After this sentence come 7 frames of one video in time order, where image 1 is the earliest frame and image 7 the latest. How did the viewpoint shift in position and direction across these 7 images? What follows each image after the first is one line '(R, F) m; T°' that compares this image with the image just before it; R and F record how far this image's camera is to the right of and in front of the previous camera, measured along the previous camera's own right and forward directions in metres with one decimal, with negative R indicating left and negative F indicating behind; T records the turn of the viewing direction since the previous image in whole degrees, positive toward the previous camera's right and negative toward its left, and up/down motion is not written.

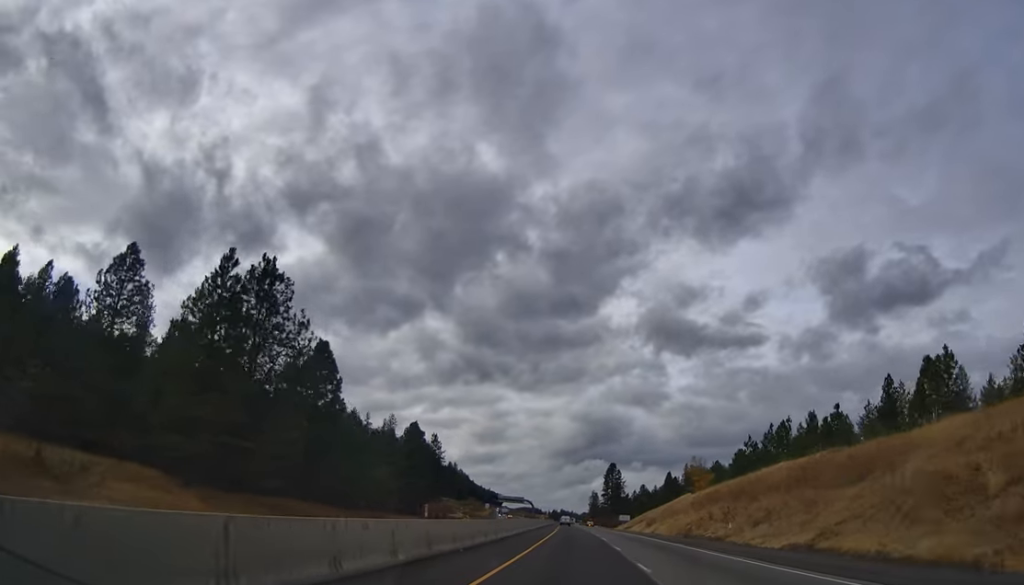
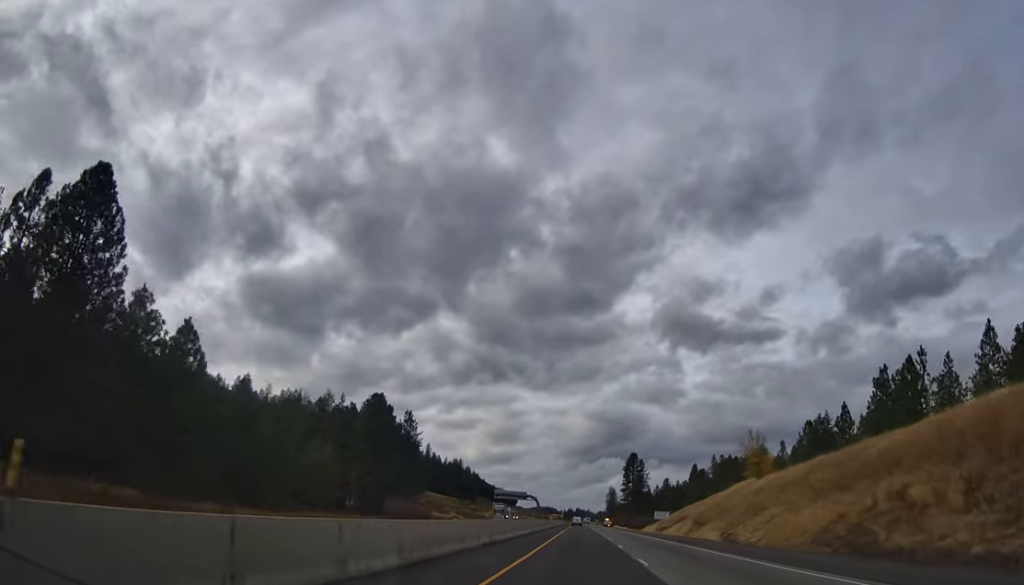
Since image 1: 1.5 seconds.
(-1.4, +46.0) m; -3°
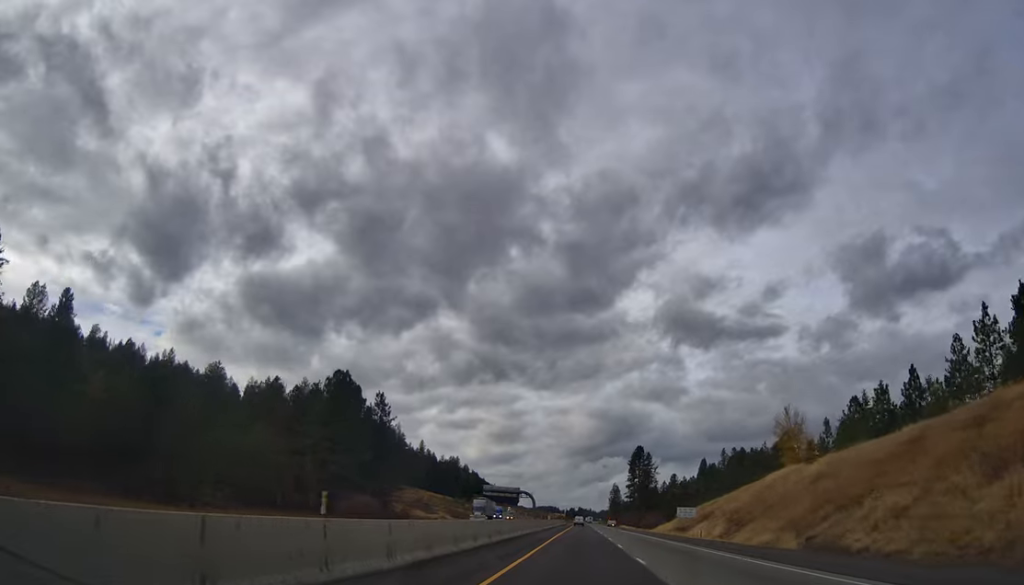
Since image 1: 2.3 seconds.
(+0.1, +23.6) m; +1°
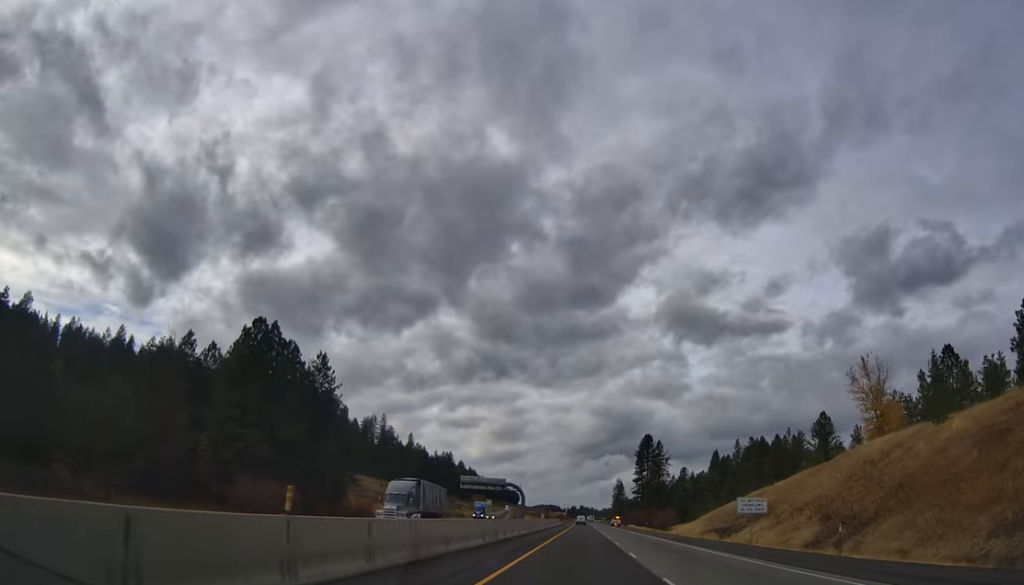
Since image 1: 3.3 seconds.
(+0.5, +31.9) m; -1°
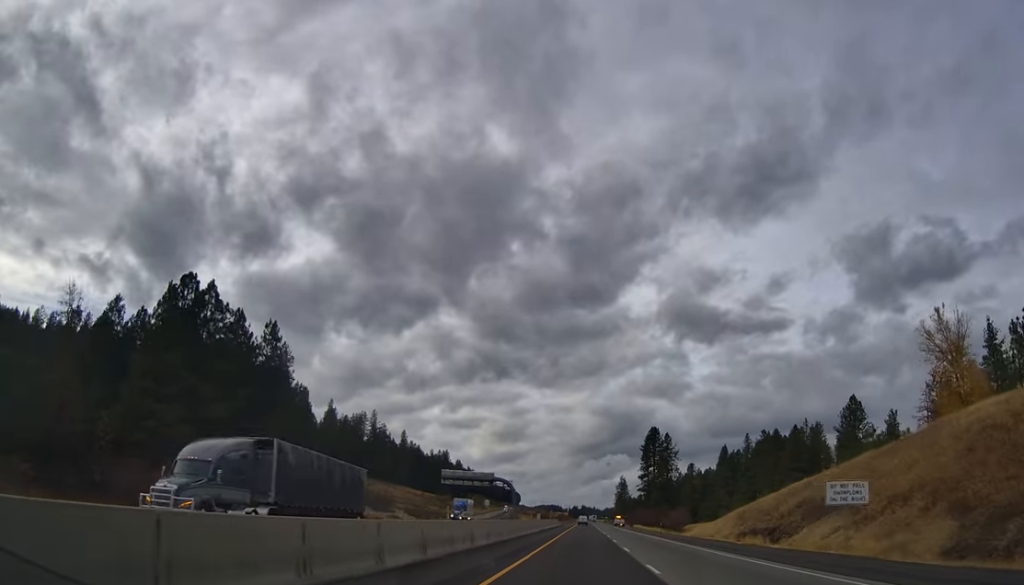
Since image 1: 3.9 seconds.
(-0.1, +18.6) m; -1°
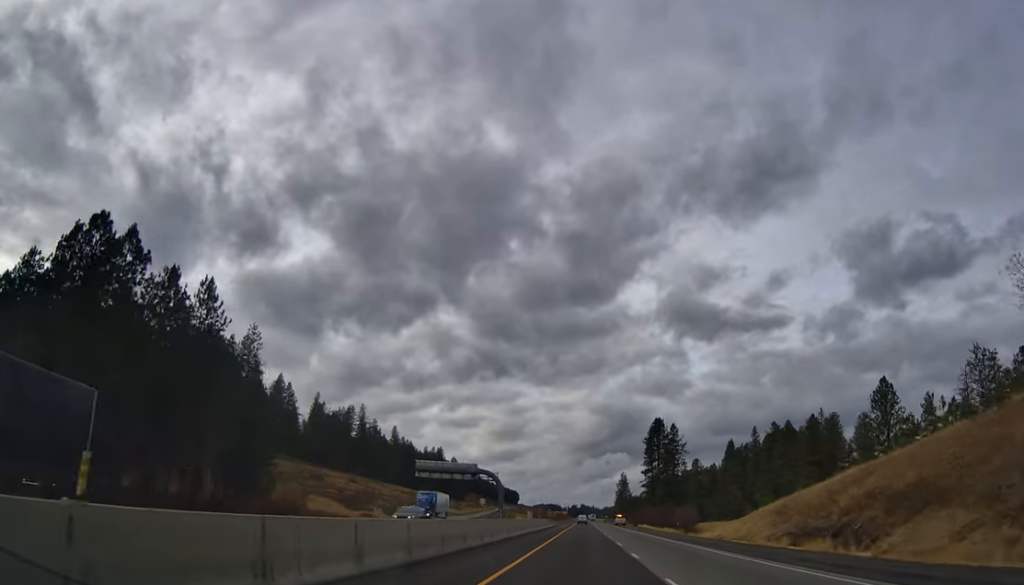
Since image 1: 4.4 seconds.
(-0.5, +16.6) m; -1°
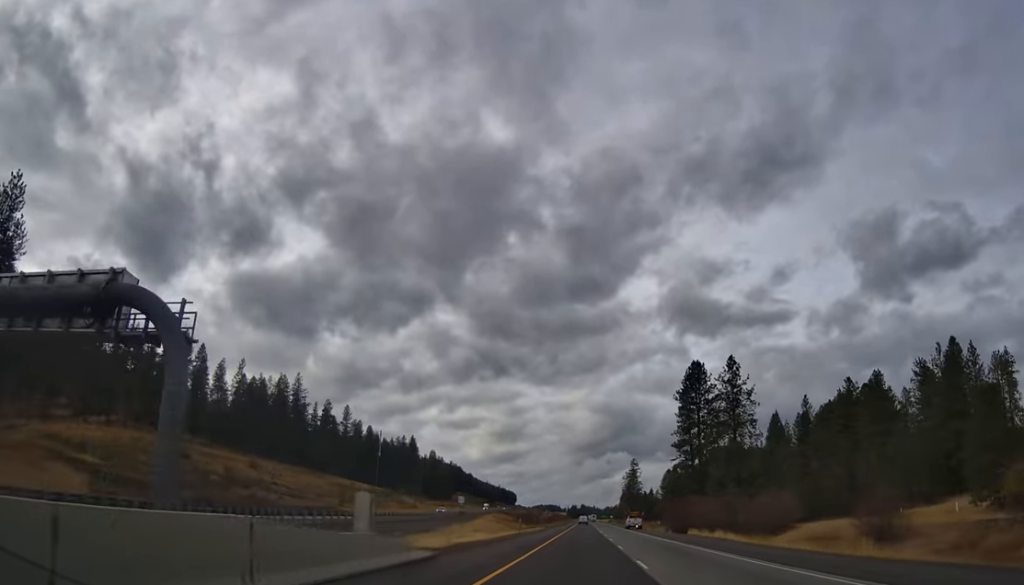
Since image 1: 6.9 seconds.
(+0.1, +75.9) m; 0°
